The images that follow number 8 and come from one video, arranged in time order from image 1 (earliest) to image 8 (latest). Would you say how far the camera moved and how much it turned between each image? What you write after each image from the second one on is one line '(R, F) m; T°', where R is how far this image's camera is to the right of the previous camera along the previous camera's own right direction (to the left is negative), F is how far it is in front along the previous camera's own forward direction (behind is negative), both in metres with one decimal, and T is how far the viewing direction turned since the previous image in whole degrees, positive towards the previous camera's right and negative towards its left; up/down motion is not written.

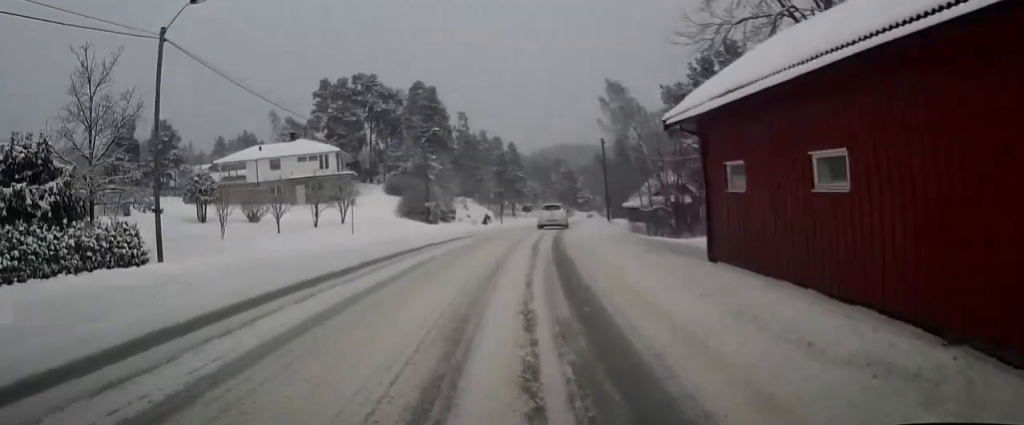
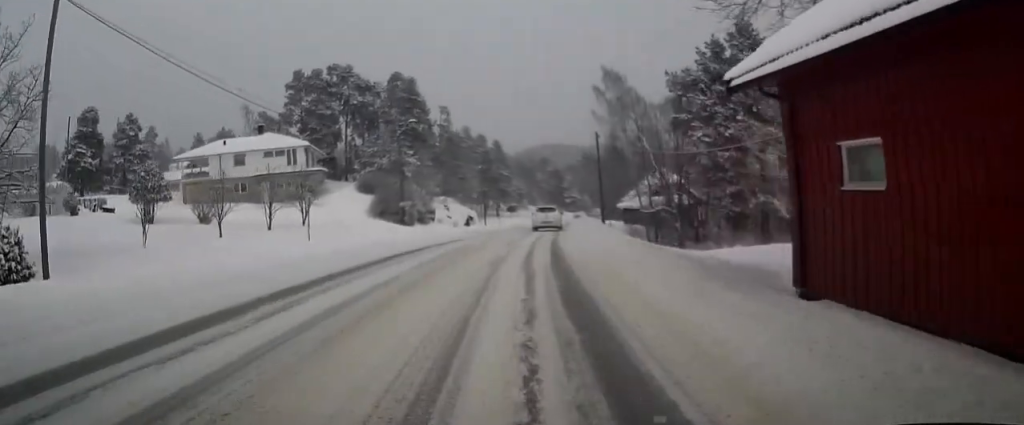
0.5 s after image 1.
(0.0, +5.8) m; +2°
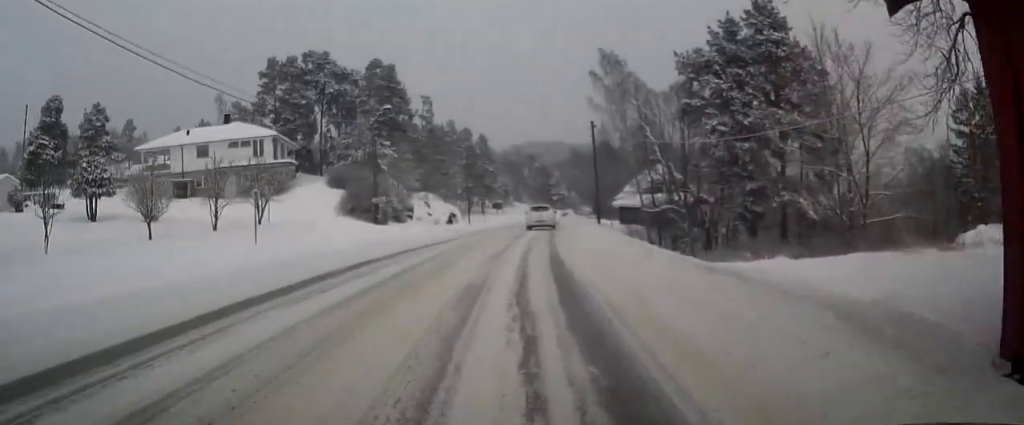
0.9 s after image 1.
(+0.2, +5.4) m; +1°
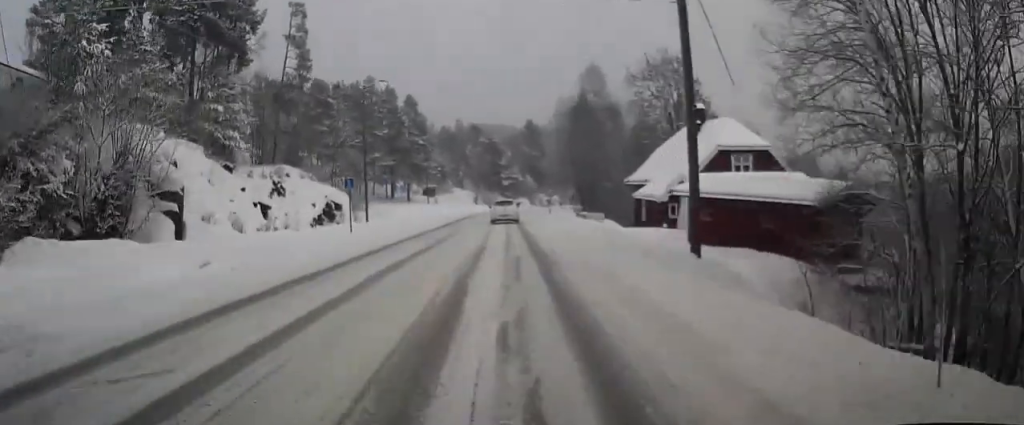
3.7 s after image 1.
(+1.7, +35.0) m; +5°
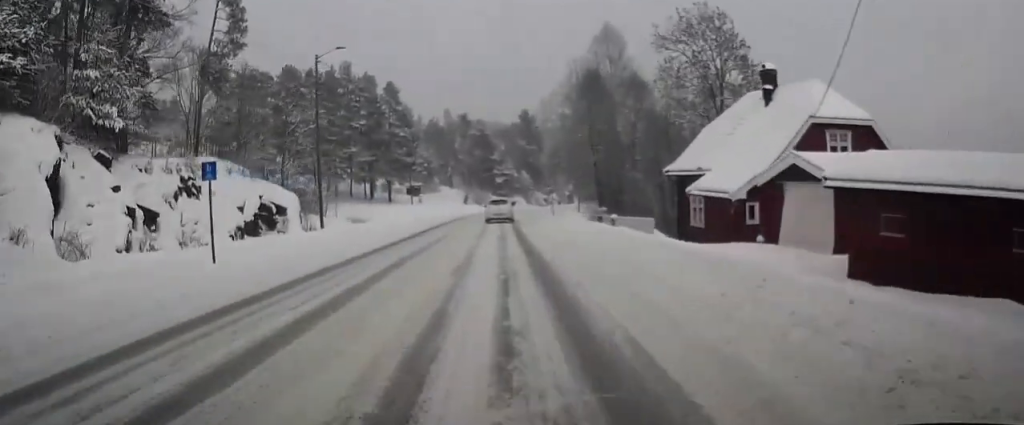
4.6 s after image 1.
(+0.1, +11.6) m; +1°
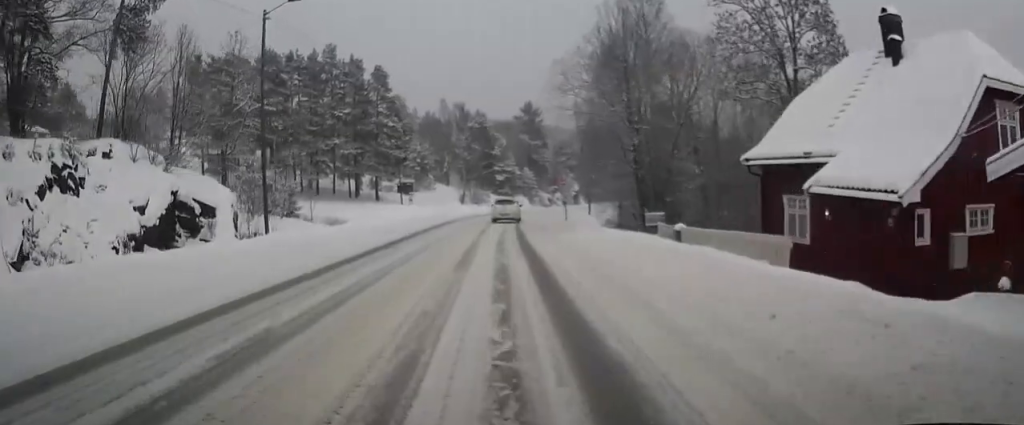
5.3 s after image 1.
(0.0, +9.9) m; 0°
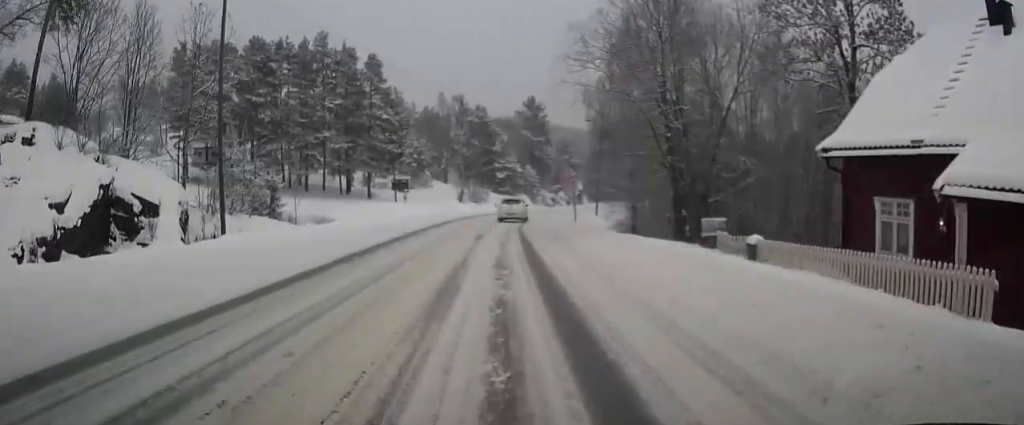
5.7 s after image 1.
(0.0, +5.2) m; 0°
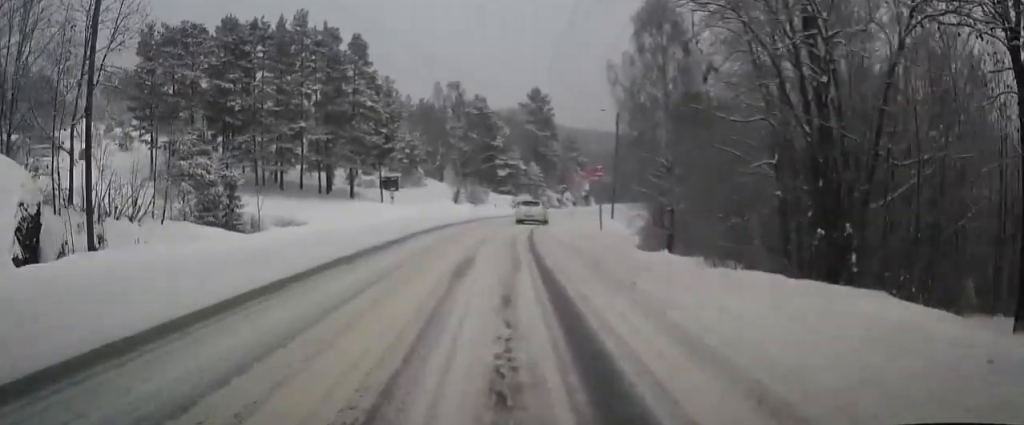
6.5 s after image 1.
(0.0, +9.5) m; 0°
